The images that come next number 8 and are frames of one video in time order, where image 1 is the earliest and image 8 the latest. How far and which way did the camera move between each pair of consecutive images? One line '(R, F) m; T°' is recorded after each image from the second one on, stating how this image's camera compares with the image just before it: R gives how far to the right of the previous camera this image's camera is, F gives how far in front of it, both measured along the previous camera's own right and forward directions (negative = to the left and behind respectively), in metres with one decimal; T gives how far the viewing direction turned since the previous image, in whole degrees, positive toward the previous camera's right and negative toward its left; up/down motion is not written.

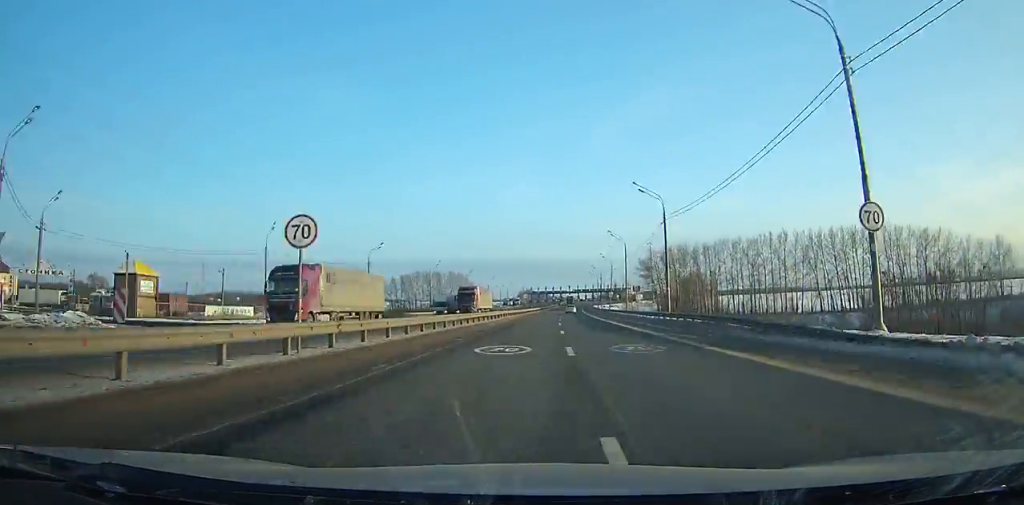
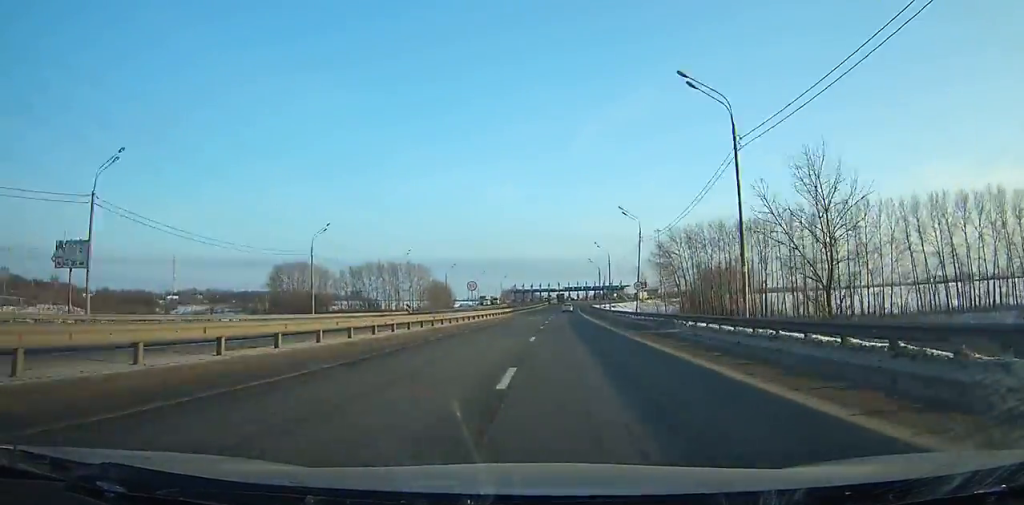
(+0.7, +52.4) m; +1°
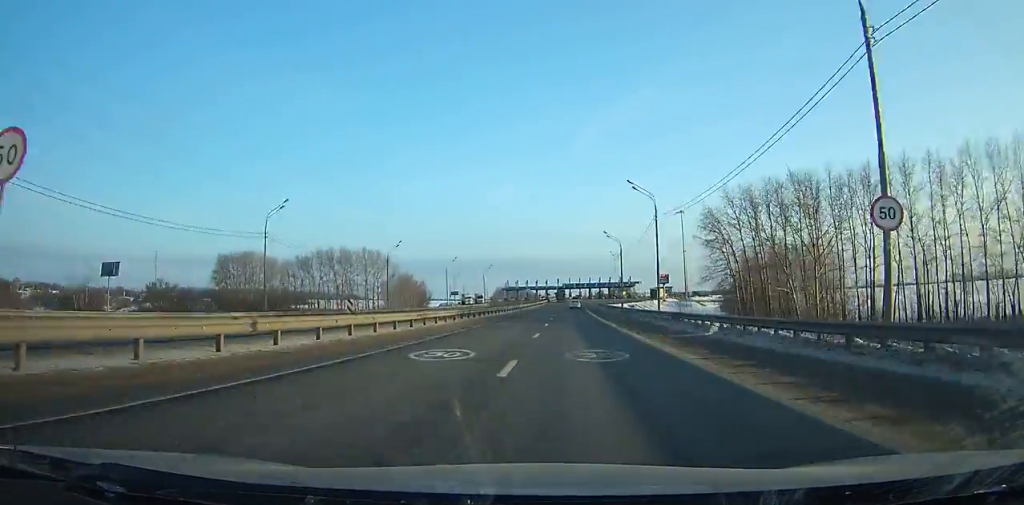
(+0.3, +45.1) m; +1°
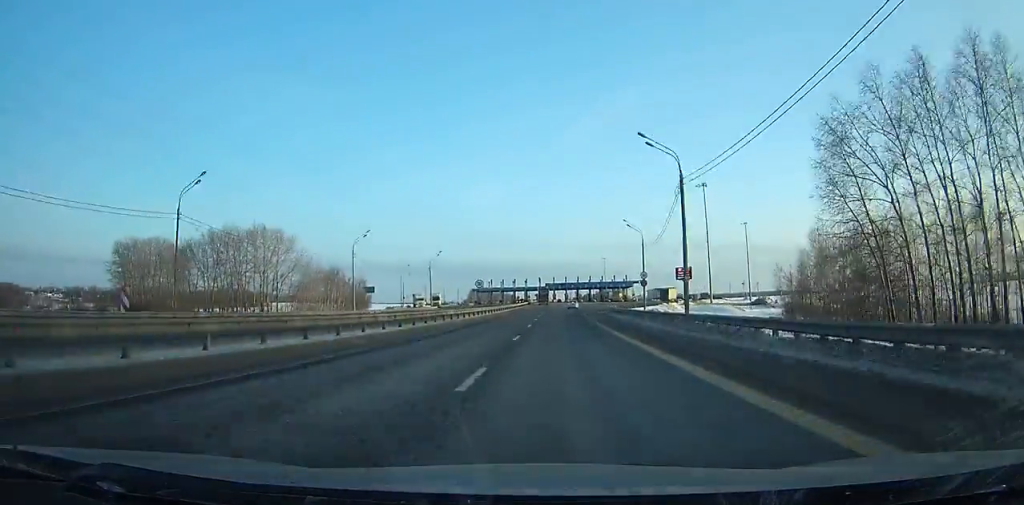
(+0.1, +48.1) m; +1°
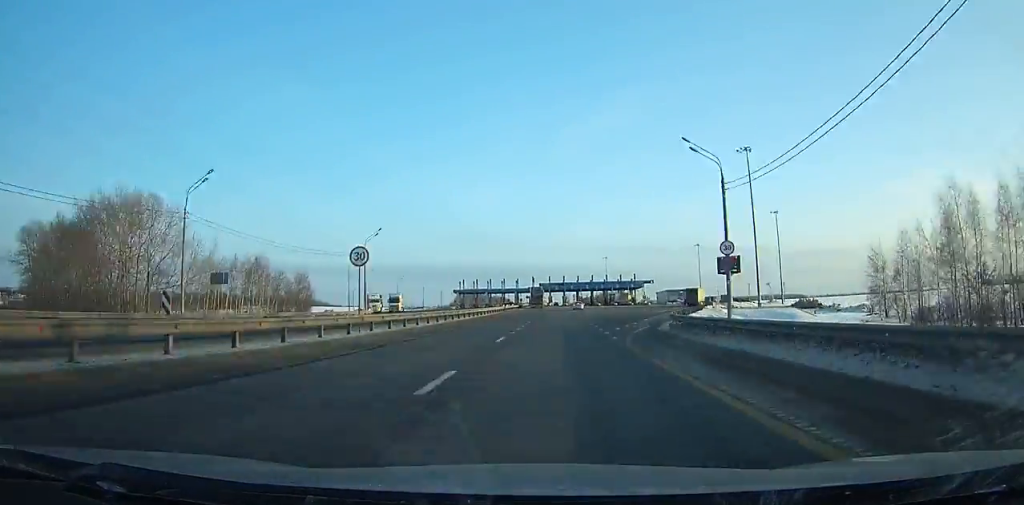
(+0.5, +34.6) m; +1°
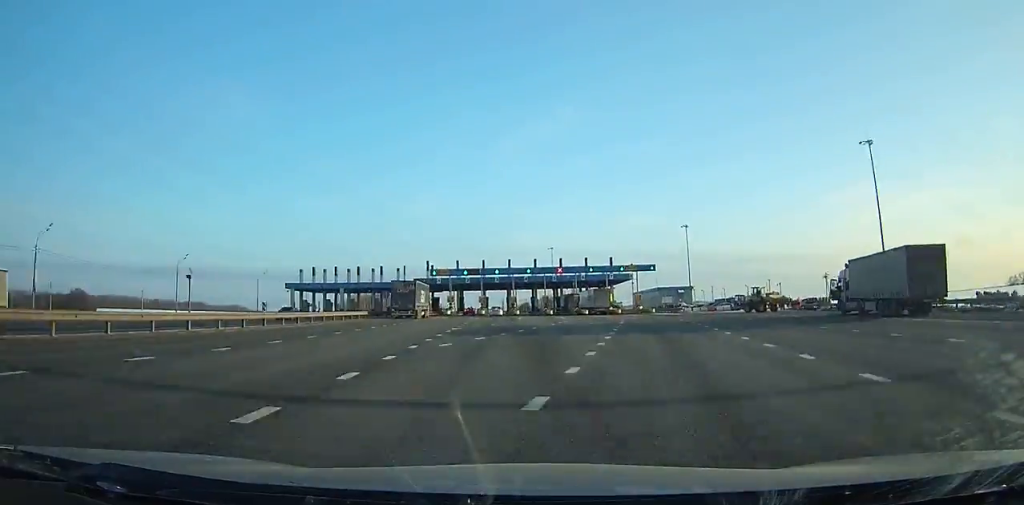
(+2.9, +88.8) m; +2°
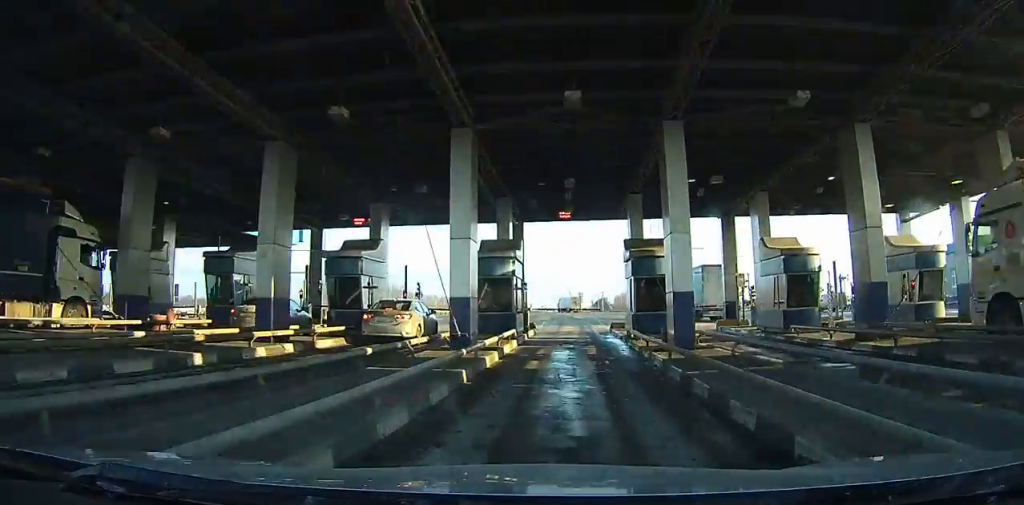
(-2.9, +89.5) m; -5°
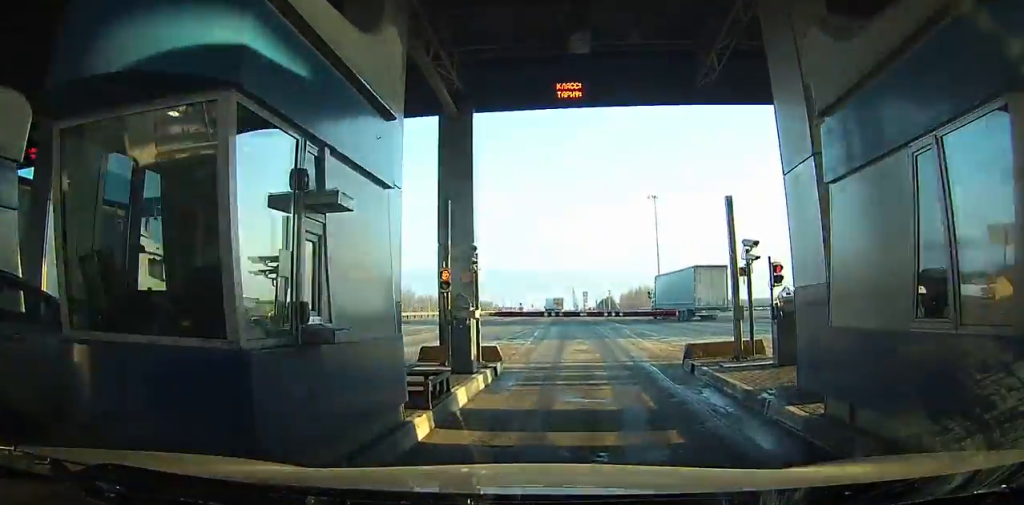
(-0.2, +18.4) m; -6°
